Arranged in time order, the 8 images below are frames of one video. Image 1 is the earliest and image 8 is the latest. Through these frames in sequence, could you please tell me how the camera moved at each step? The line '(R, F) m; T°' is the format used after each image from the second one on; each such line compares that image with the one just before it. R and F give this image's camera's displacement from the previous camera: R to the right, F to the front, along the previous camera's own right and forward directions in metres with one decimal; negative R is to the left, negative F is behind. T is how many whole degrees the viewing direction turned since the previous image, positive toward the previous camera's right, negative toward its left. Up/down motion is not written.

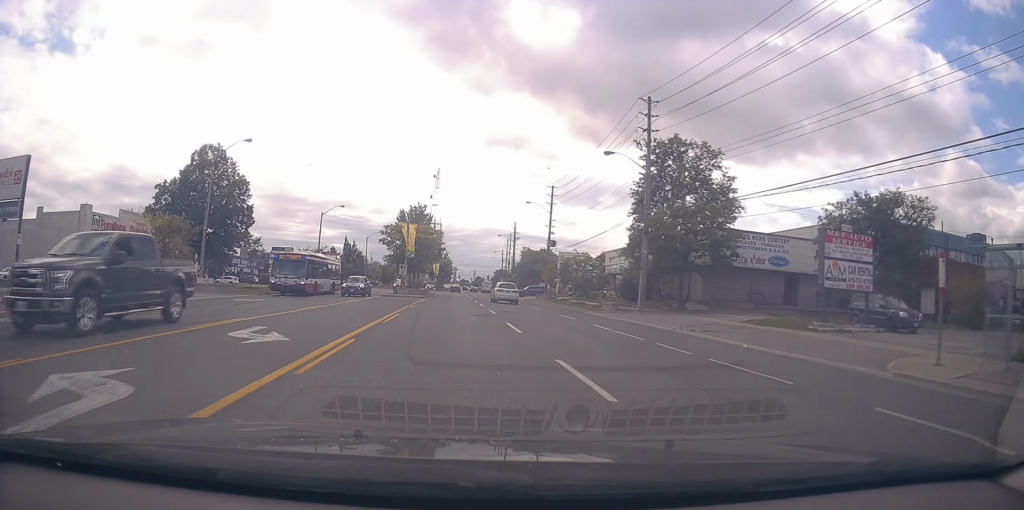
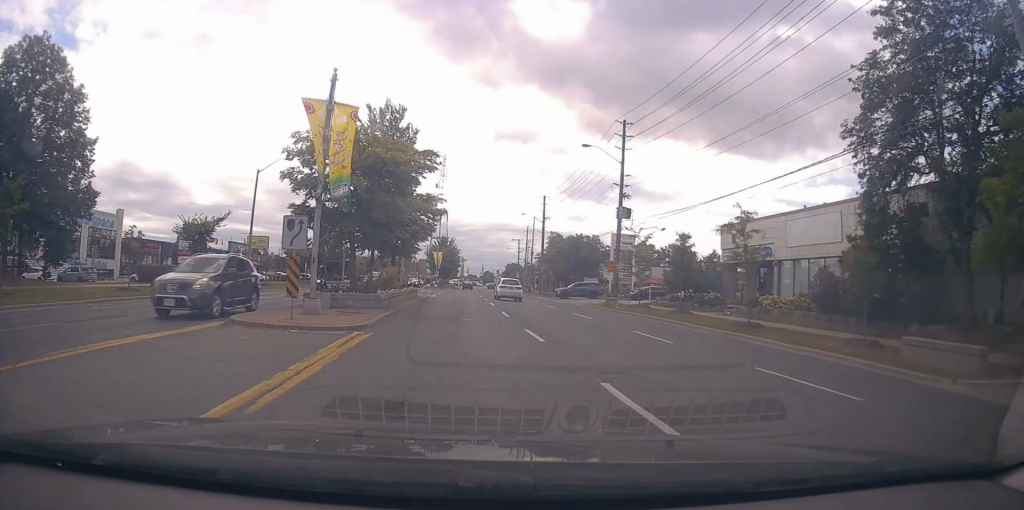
(-0.3, +29.7) m; -2°
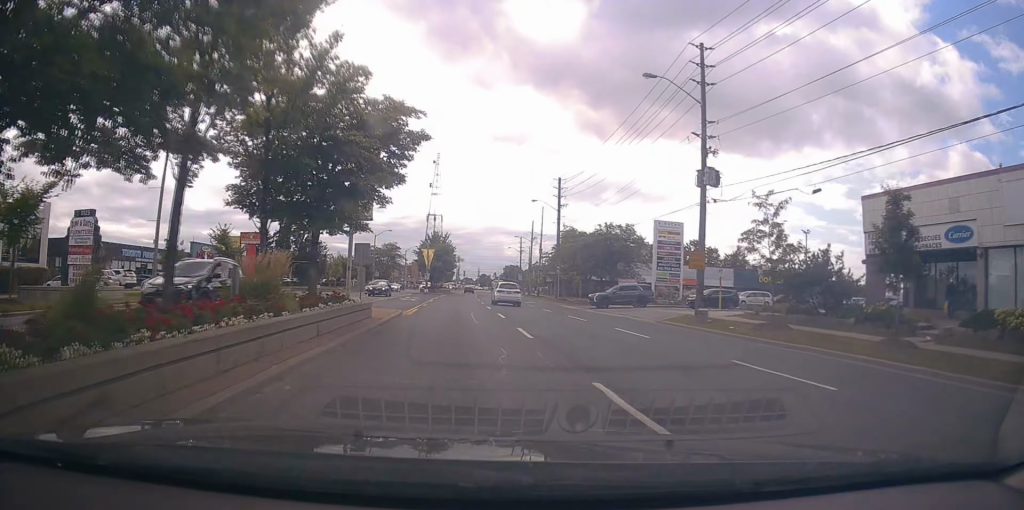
(0.0, +16.4) m; 0°
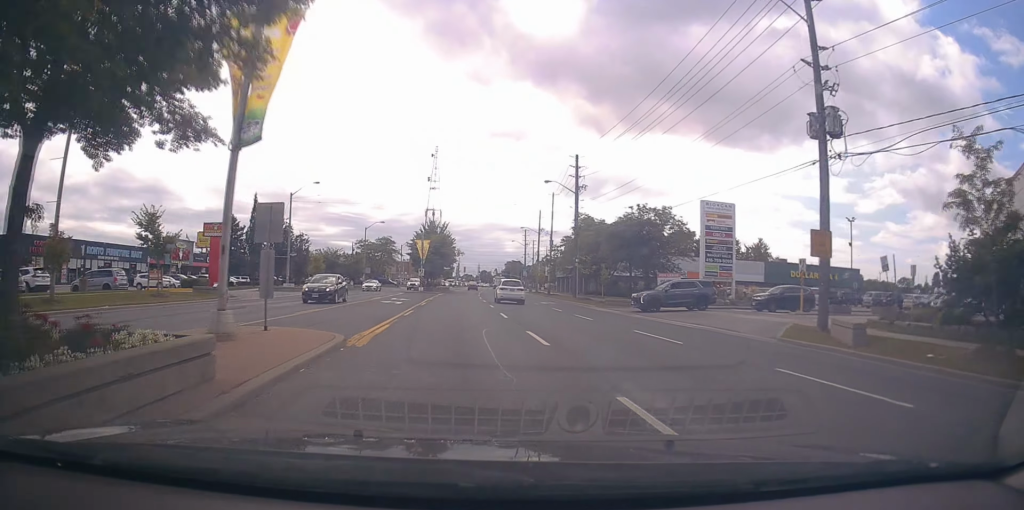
(0.0, +10.5) m; 0°
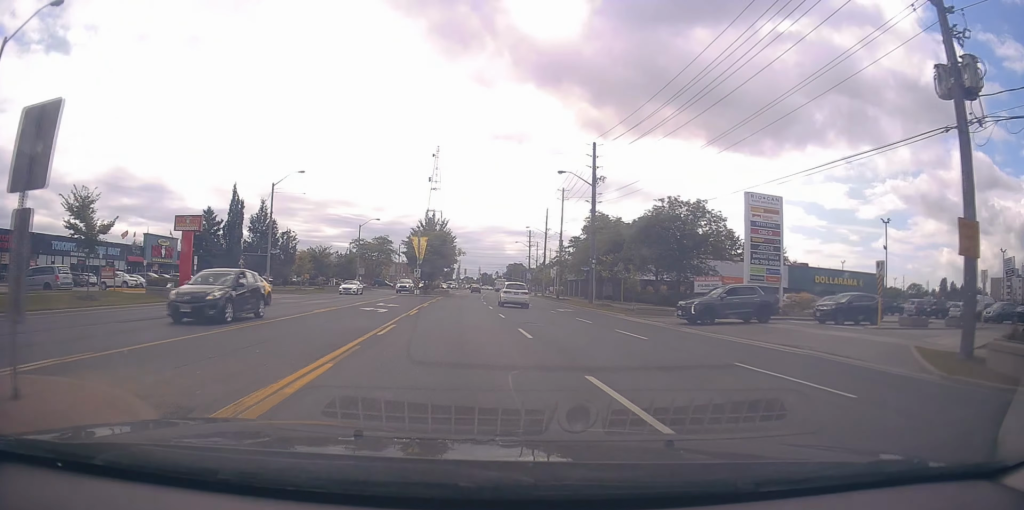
(+0.1, +6.9) m; 0°
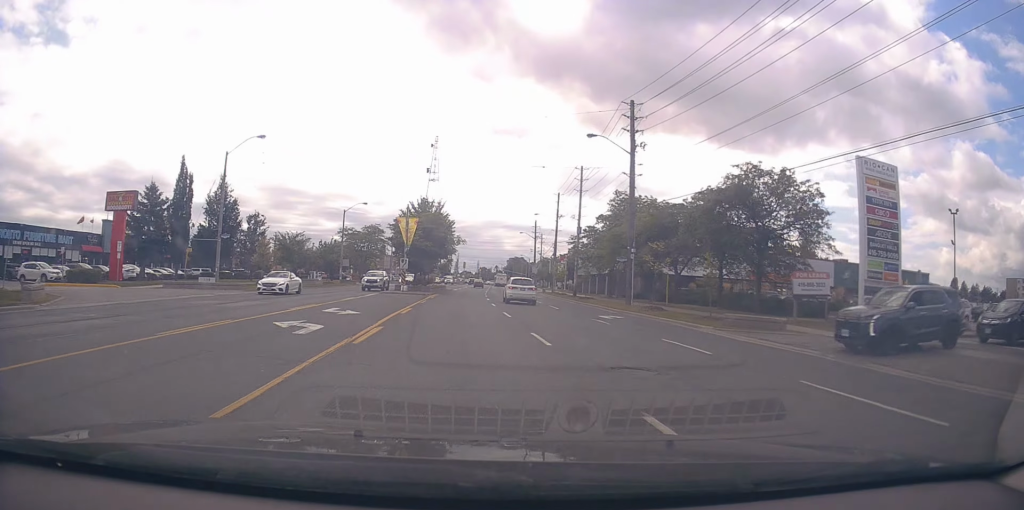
(+0.1, +11.8) m; +1°
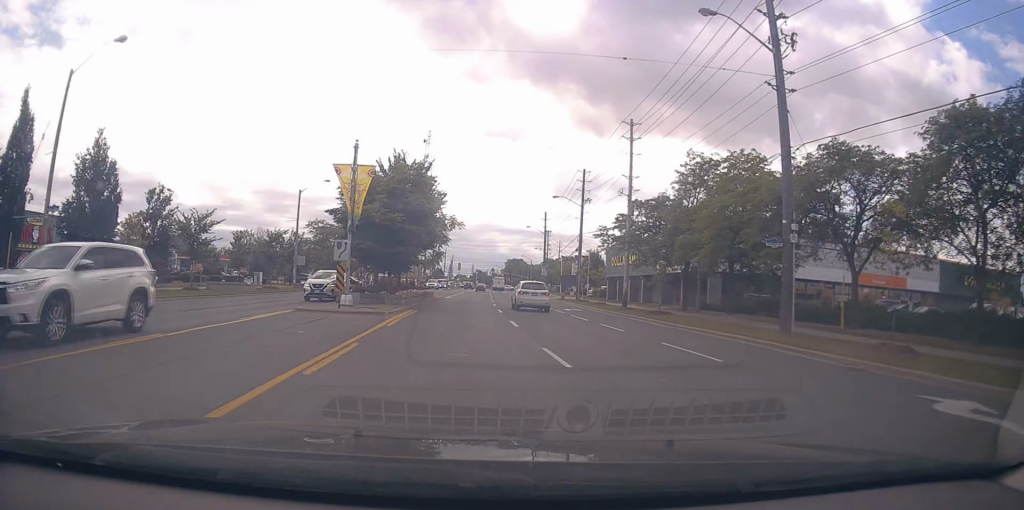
(+0.4, +20.7) m; +1°
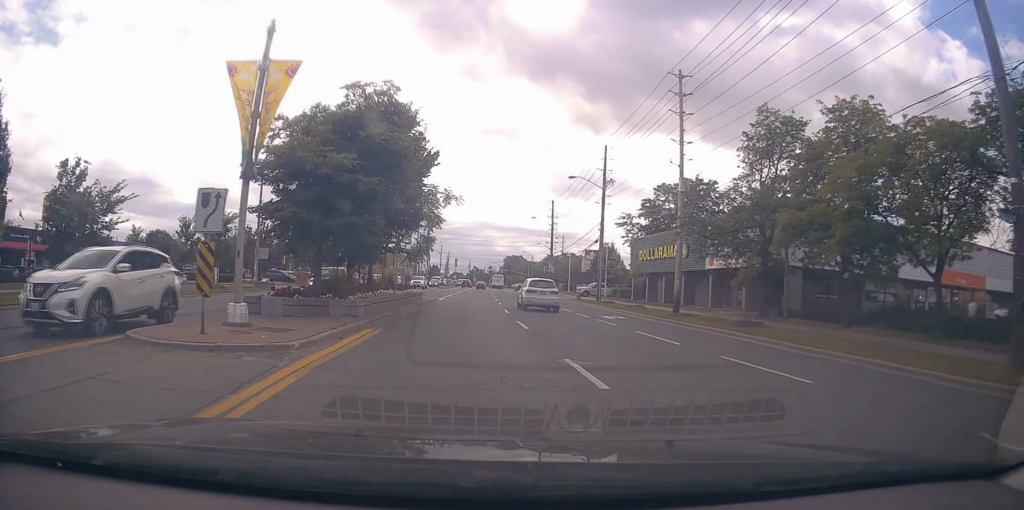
(0.0, +10.9) m; -1°
